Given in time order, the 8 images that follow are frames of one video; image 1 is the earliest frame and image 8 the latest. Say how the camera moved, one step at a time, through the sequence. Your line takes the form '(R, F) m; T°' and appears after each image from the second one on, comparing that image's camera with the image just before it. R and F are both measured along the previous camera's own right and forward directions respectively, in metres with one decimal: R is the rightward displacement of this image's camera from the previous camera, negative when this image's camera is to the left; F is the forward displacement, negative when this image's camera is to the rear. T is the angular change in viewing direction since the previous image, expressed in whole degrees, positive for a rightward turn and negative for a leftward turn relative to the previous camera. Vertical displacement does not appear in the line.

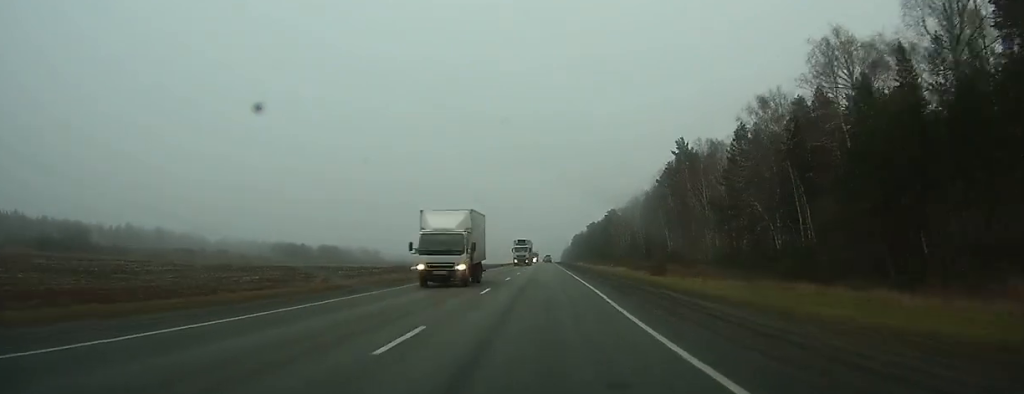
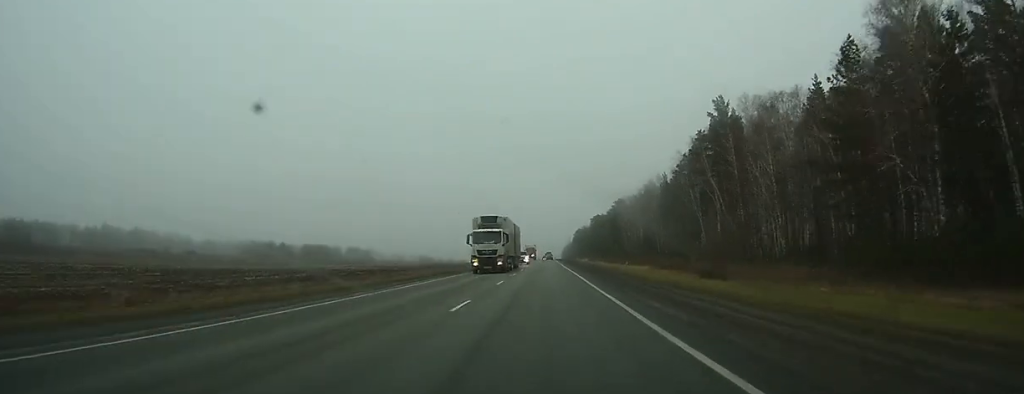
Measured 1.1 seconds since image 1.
(+0.1, +32.0) m; 0°
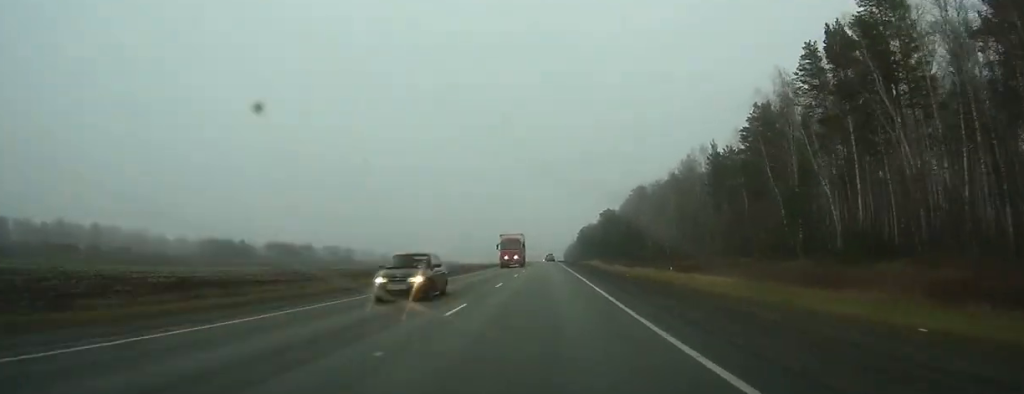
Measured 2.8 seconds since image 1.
(0.0, +53.3) m; 0°
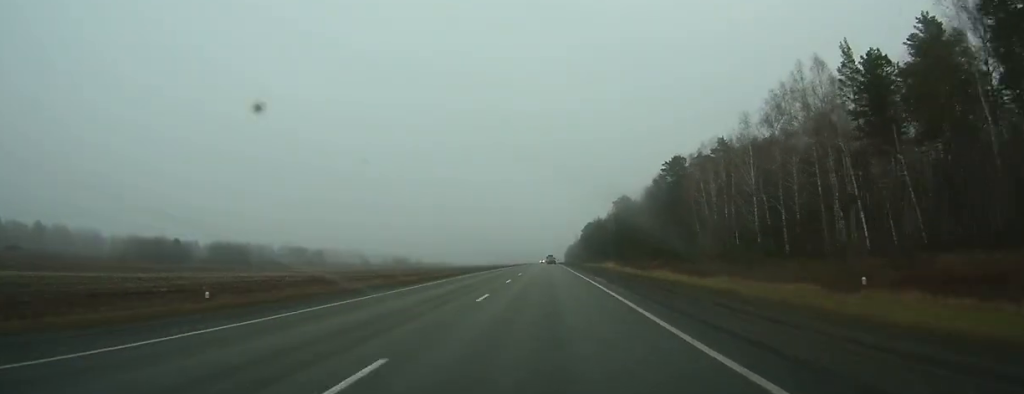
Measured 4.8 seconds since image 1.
(-0.3, +59.4) m; 0°
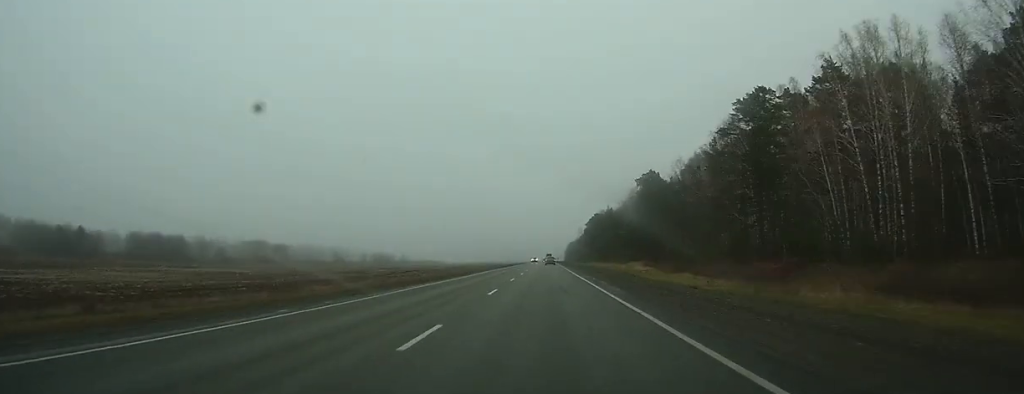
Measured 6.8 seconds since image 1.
(+0.1, +56.3) m; 0°
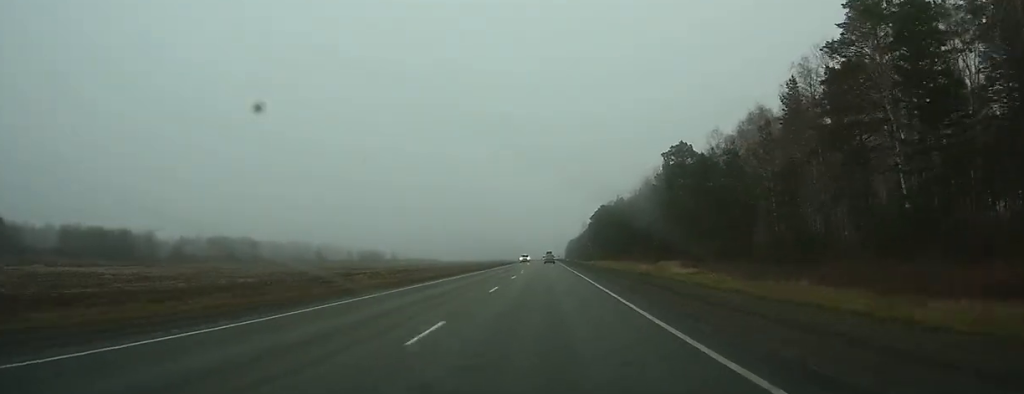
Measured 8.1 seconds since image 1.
(0.0, +34.1) m; 0°
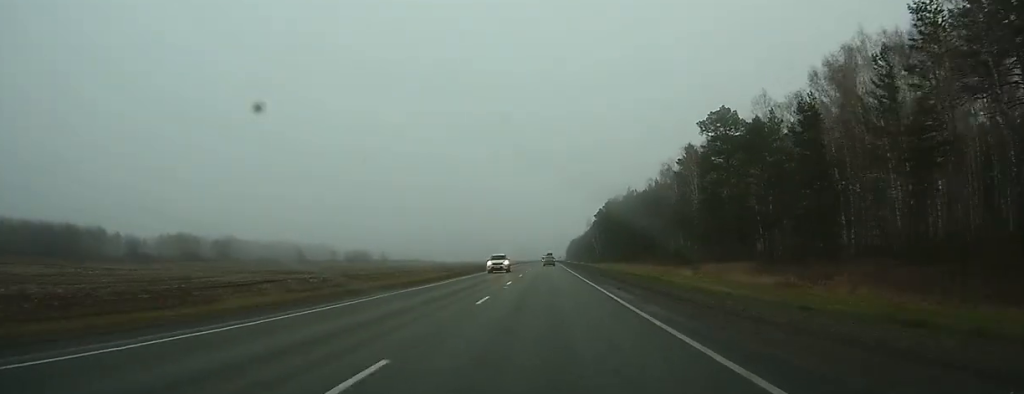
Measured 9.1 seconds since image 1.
(0.0, +26.8) m; 0°
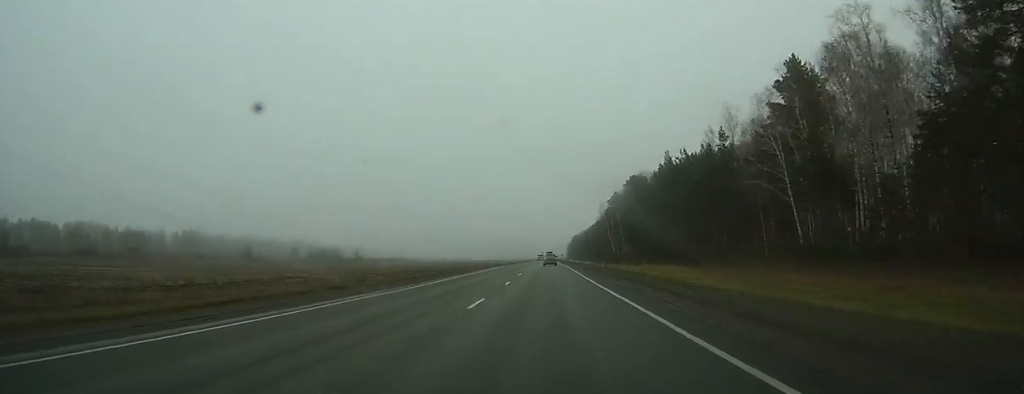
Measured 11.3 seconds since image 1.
(0.0, +59.0) m; 0°
